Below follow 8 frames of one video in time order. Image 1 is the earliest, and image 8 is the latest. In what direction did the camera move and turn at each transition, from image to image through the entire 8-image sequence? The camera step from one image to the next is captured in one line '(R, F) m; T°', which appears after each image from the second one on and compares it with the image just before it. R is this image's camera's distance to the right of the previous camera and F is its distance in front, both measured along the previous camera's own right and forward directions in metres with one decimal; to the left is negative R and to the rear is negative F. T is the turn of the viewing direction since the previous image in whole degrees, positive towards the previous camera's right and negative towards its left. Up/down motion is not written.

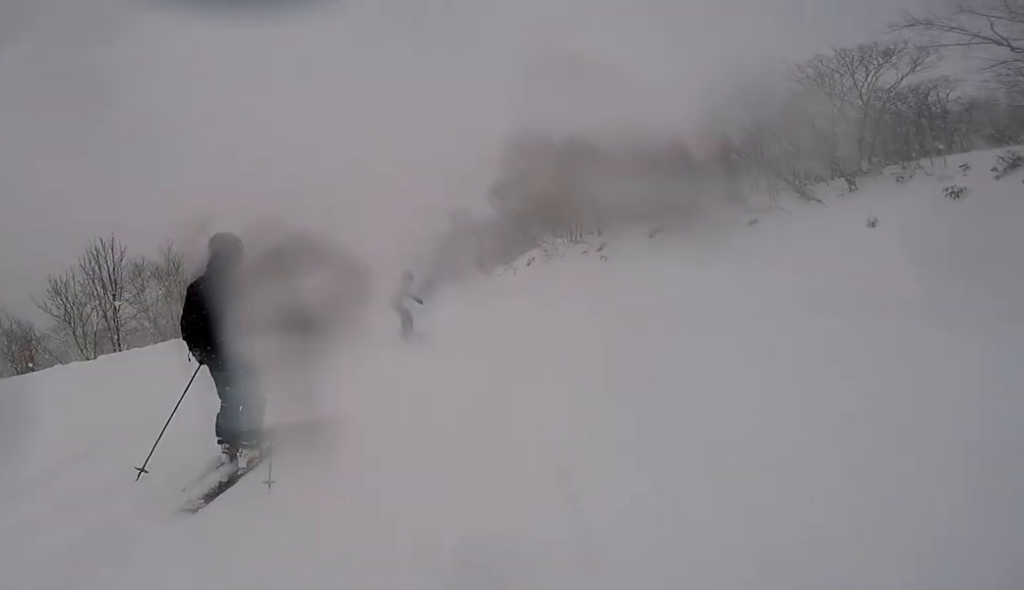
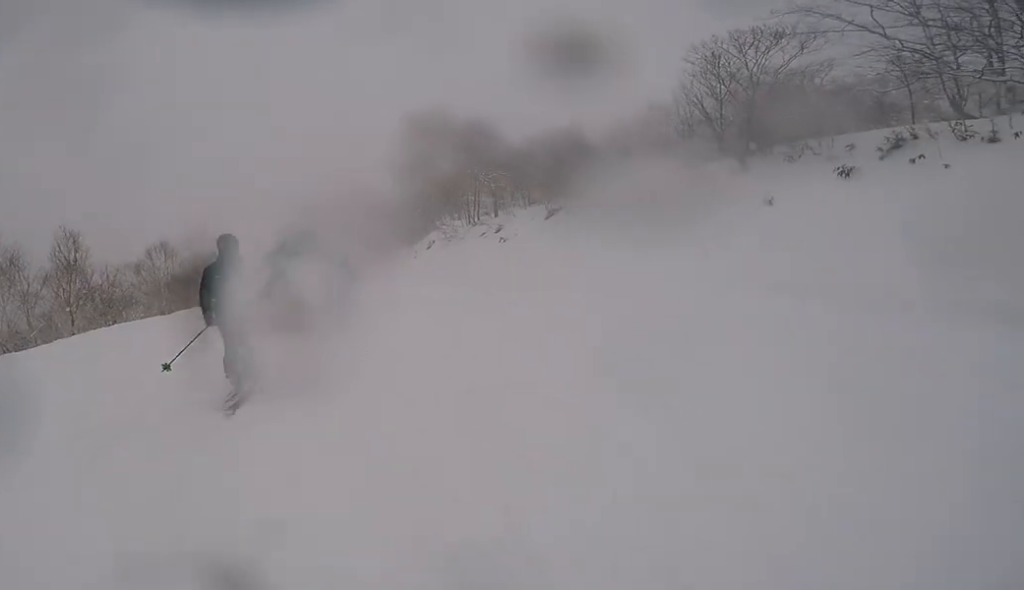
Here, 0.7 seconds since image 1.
(+0.4, +1.7) m; +15°
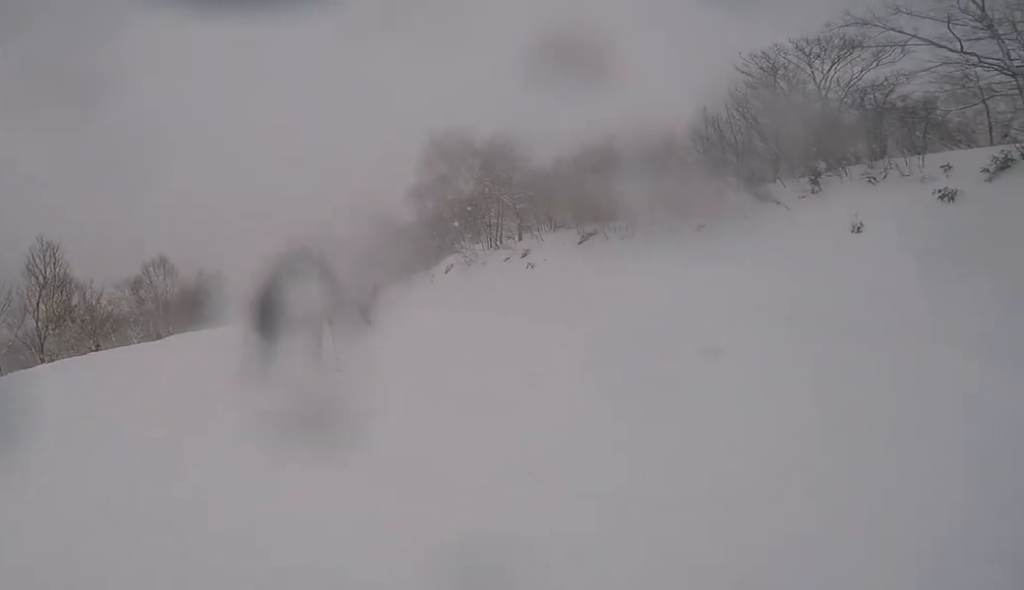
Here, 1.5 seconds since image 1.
(+0.2, +2.7) m; -7°
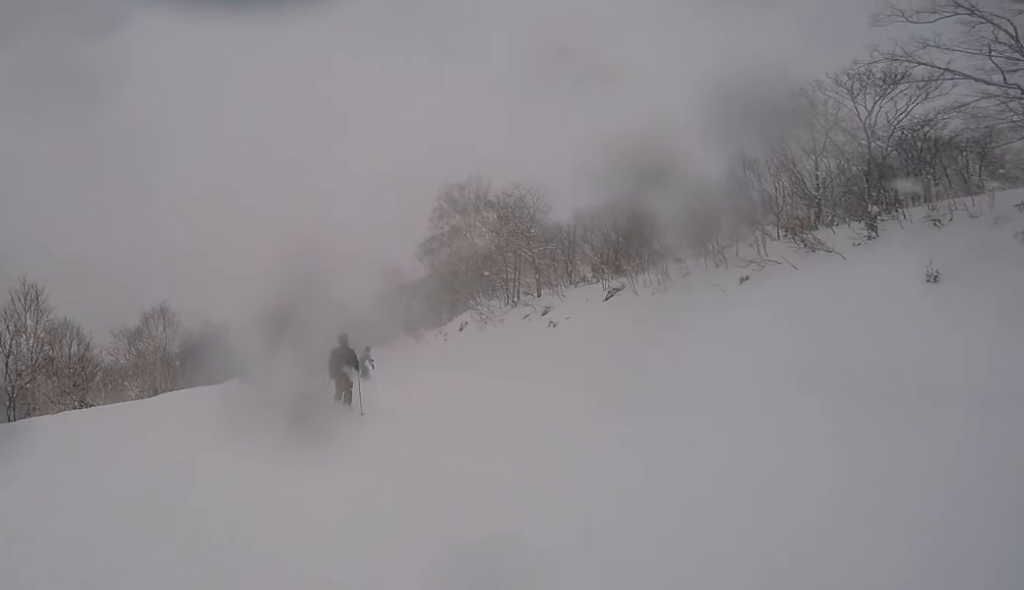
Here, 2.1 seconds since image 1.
(-0.2, +2.0) m; -2°
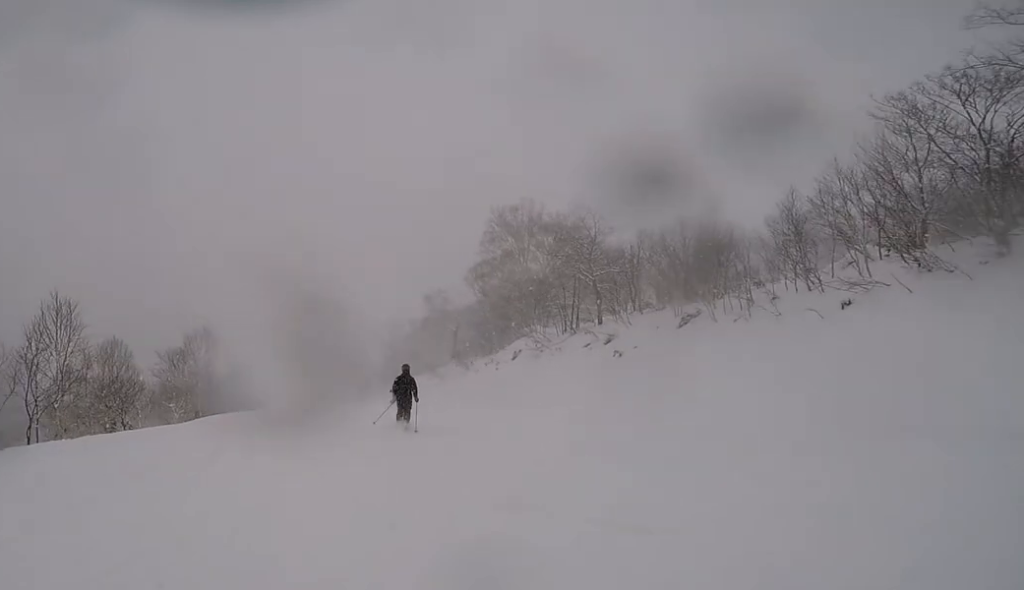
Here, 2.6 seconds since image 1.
(-0.4, +1.7) m; +1°
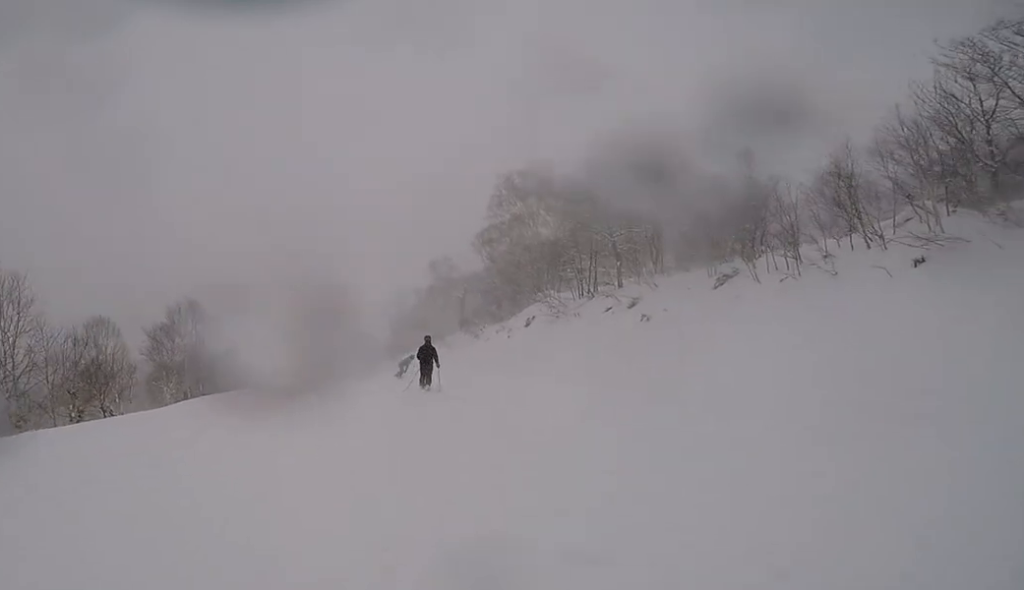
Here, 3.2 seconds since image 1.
(+0.2, +2.2) m; +7°
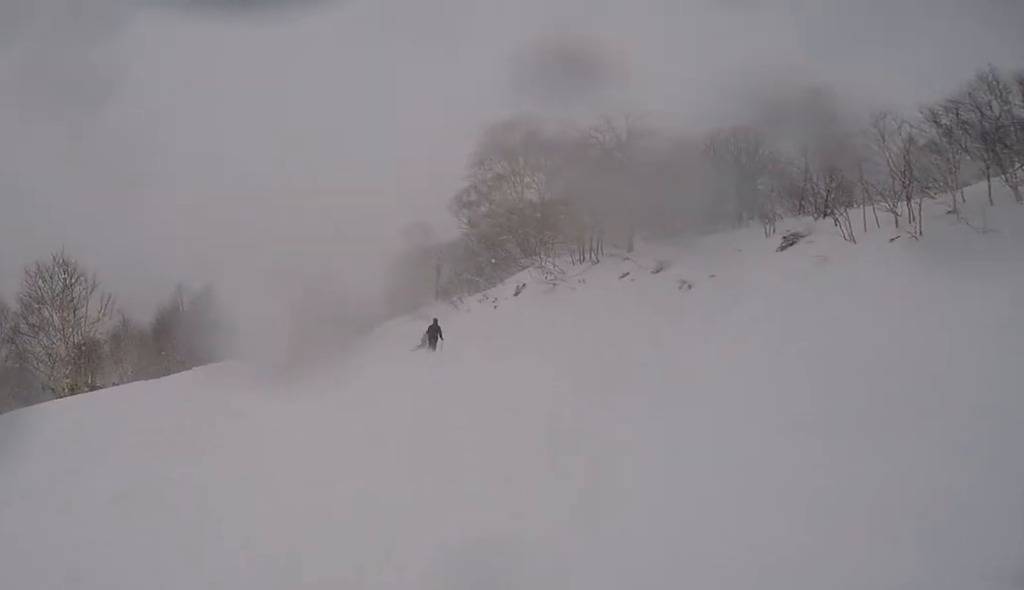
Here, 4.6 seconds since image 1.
(+0.9, +5.7) m; -4°
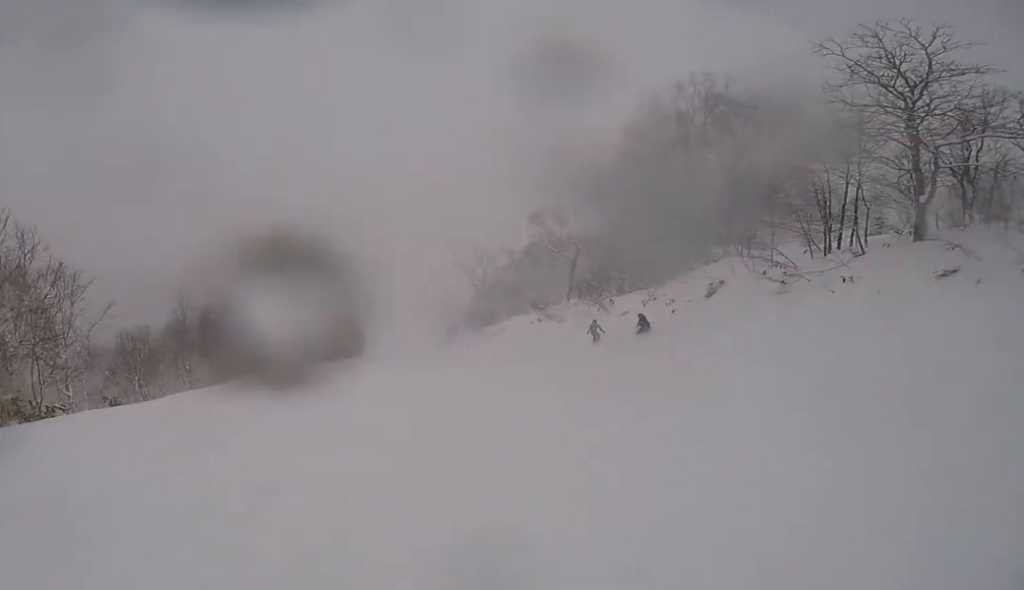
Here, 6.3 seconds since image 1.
(-2.0, +8.1) m; -9°
